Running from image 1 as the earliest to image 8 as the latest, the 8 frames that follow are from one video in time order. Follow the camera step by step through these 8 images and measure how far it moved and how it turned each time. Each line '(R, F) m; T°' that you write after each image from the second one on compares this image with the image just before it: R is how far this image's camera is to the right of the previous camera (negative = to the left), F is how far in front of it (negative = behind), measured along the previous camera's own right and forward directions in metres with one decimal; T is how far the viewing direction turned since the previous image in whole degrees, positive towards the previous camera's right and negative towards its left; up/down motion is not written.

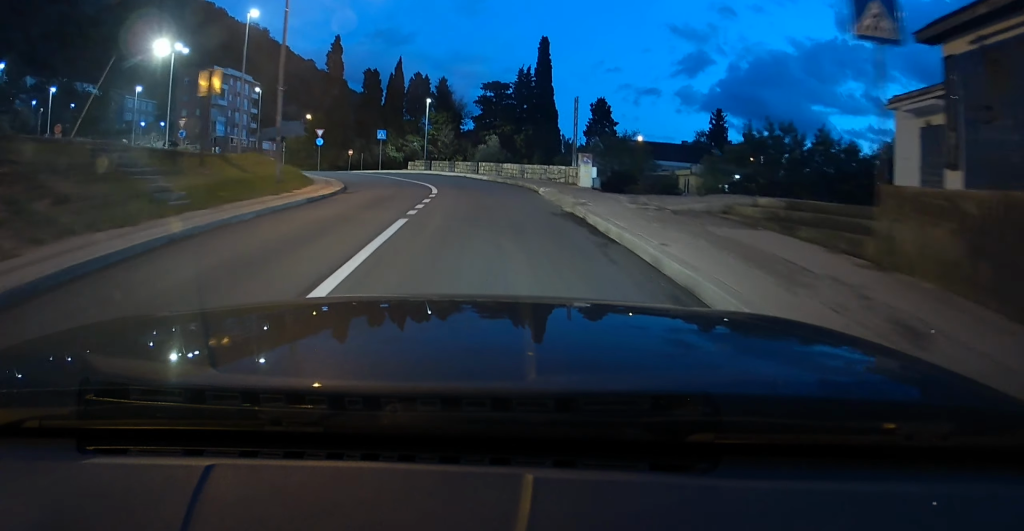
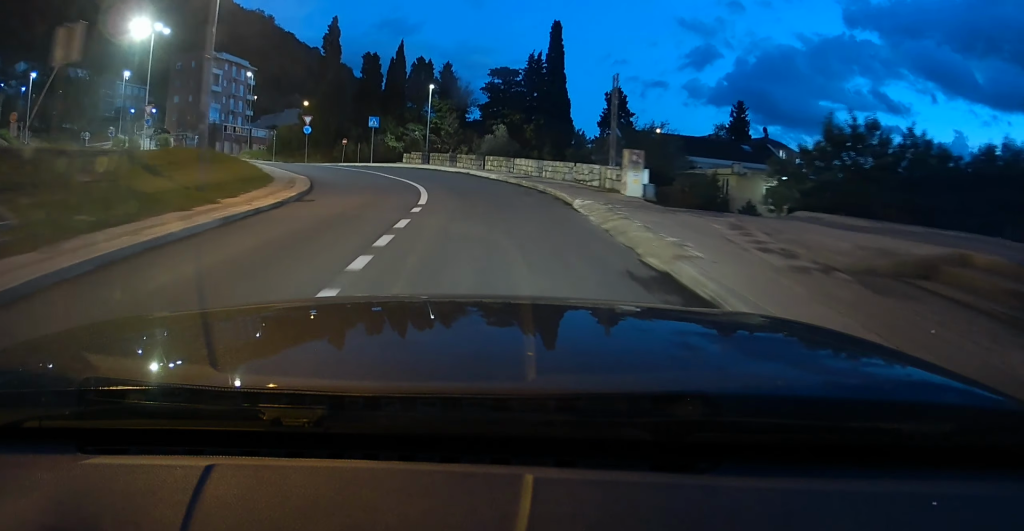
(-0.2, +6.0) m; -1°
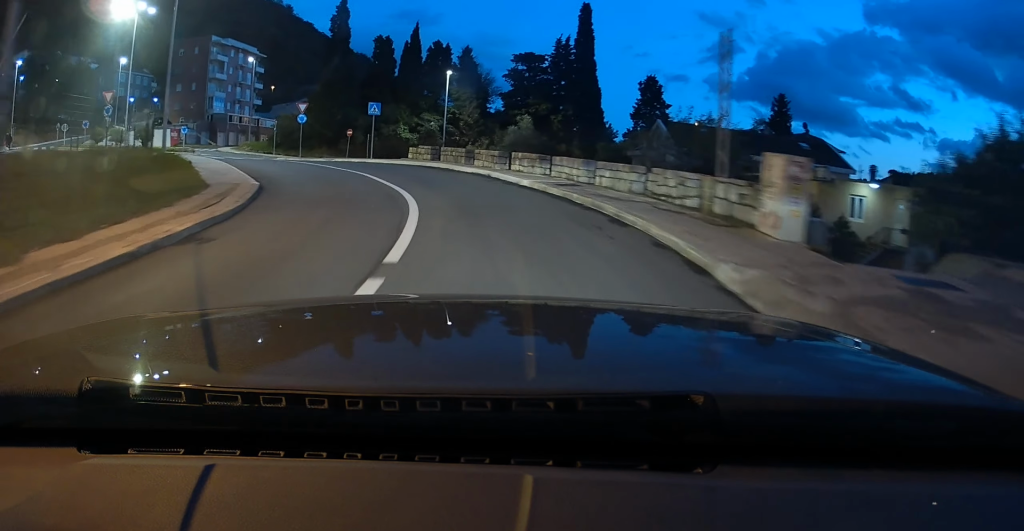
(0.0, +7.1) m; 0°
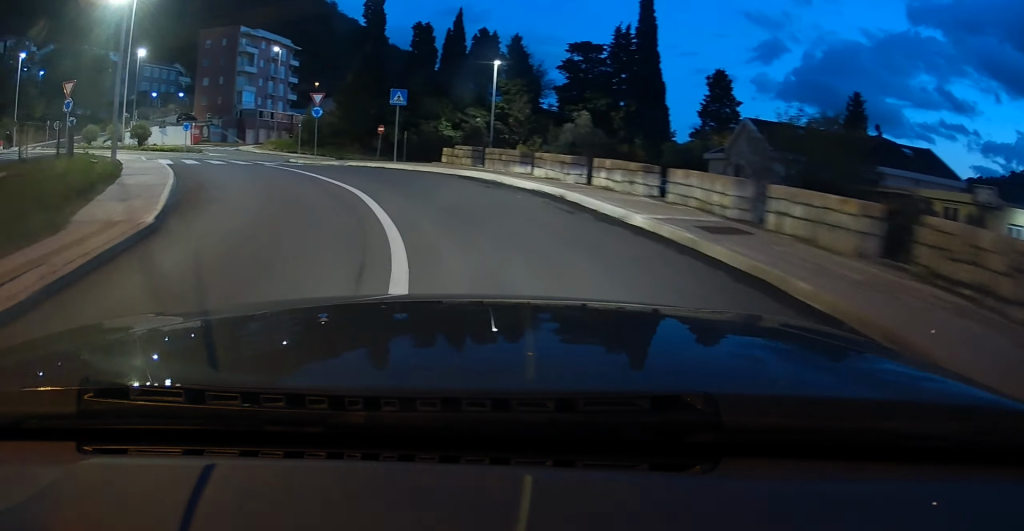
(0.0, +8.0) m; -3°
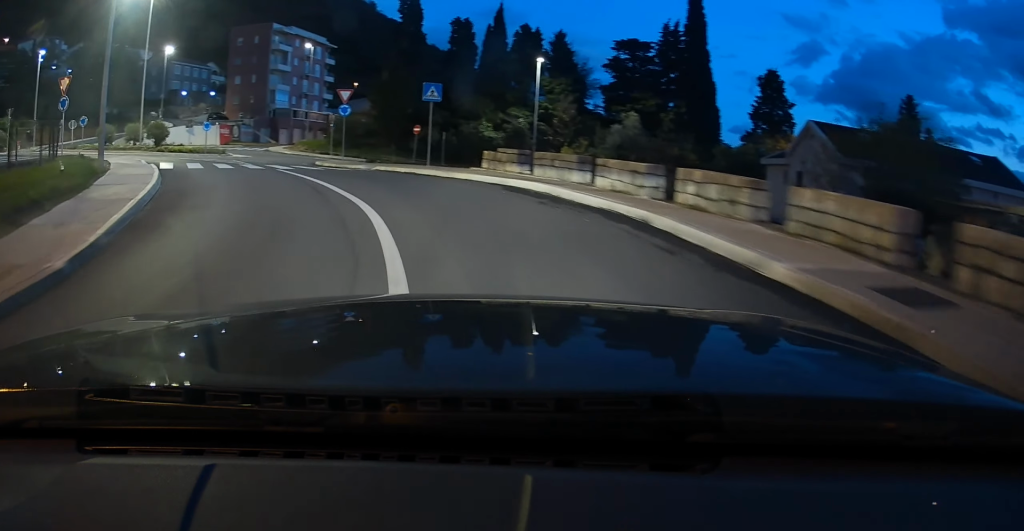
(0.0, +3.3) m; -3°
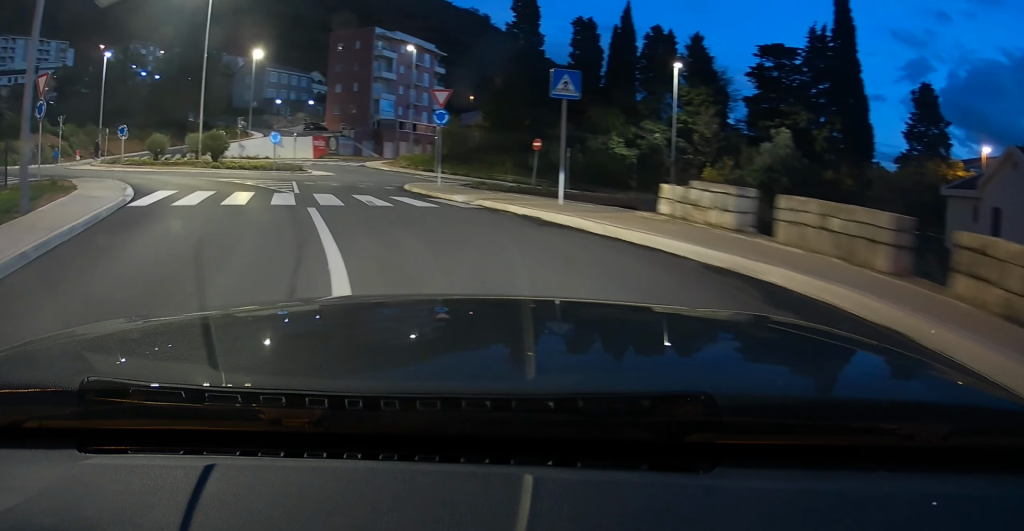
(-0.8, +8.2) m; -11°
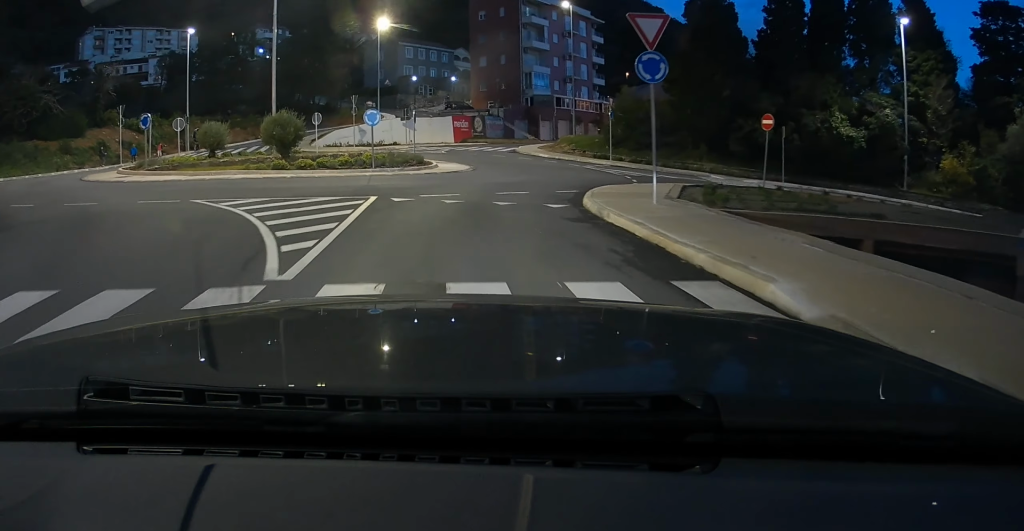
(-1.3, +11.8) m; -13°
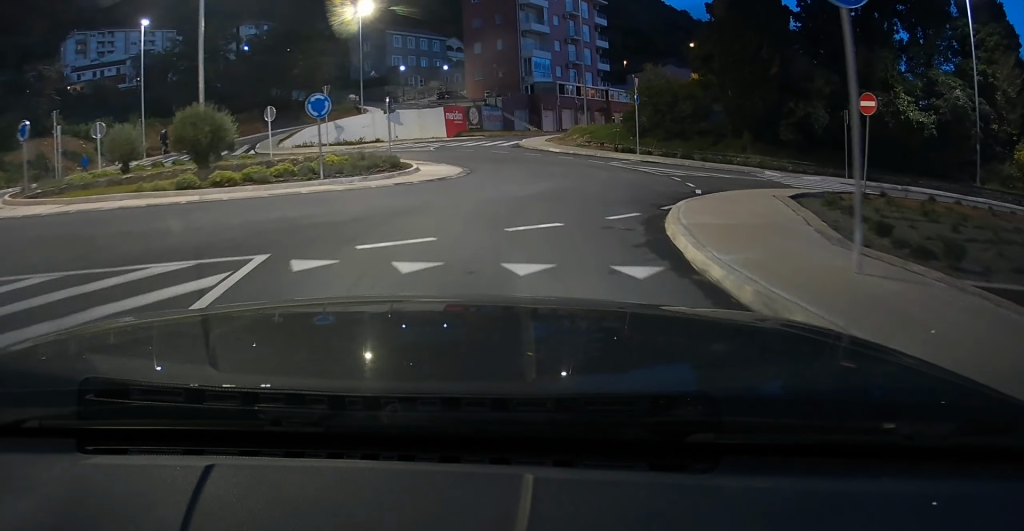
(-0.4, +7.1) m; 0°
